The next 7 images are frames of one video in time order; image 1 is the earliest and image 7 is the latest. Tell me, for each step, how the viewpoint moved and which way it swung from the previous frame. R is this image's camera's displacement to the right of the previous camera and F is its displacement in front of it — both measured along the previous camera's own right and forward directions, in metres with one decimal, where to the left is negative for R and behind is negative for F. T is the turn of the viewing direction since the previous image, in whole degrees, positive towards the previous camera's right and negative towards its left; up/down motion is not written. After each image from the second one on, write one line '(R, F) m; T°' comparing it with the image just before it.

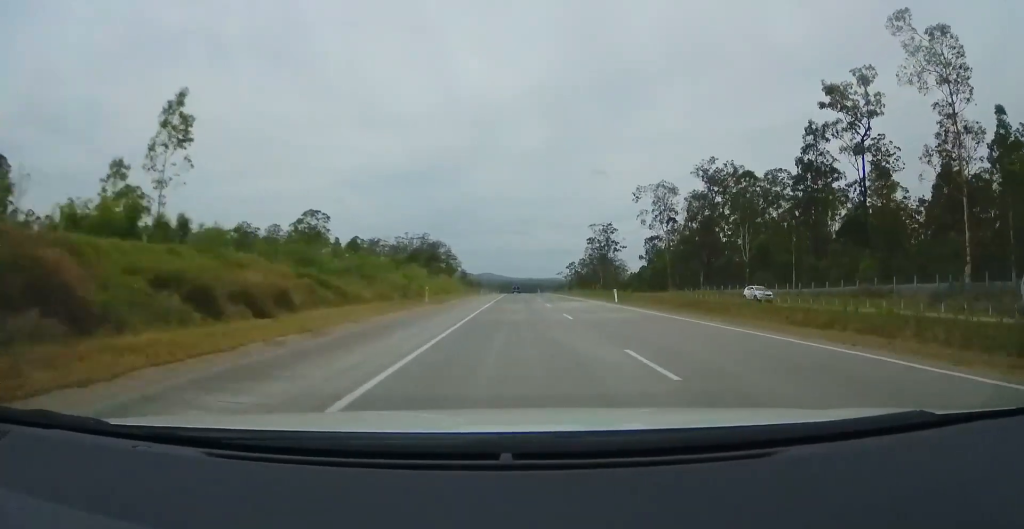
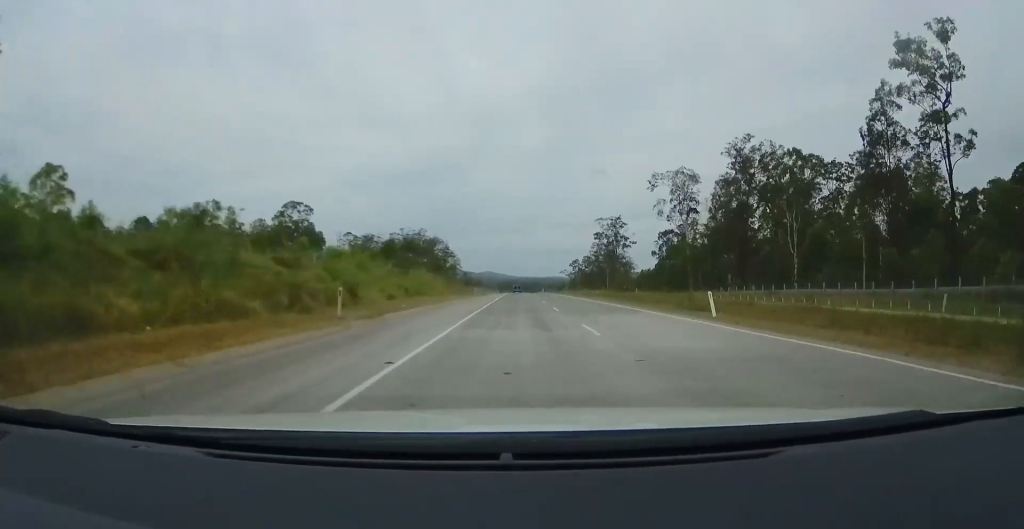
(0.0, +18.2) m; +1°
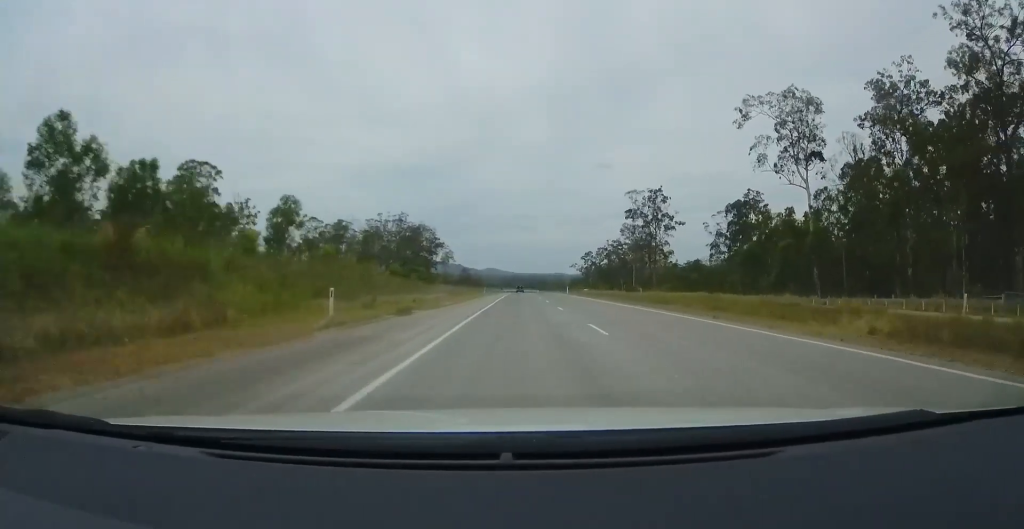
(+0.5, +60.9) m; 0°
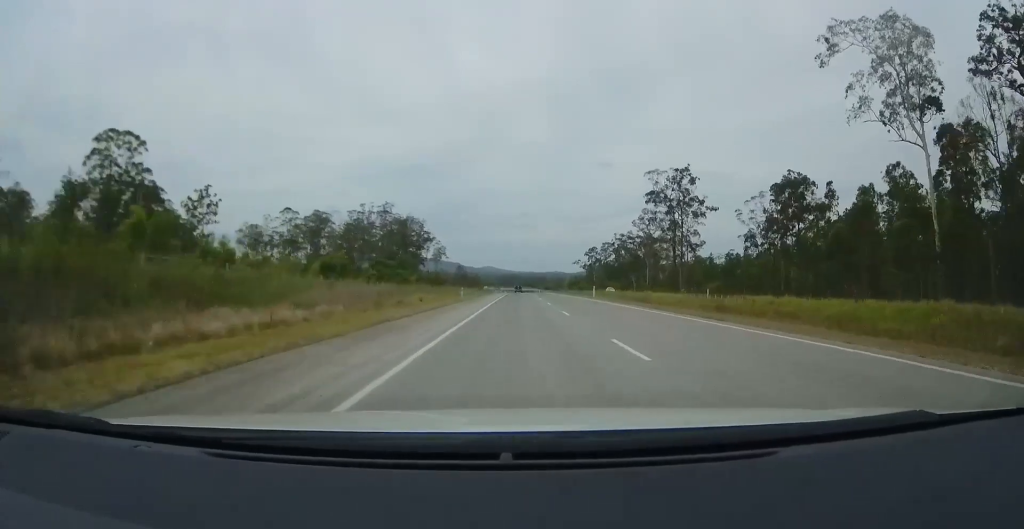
(+0.1, +28.0) m; 0°
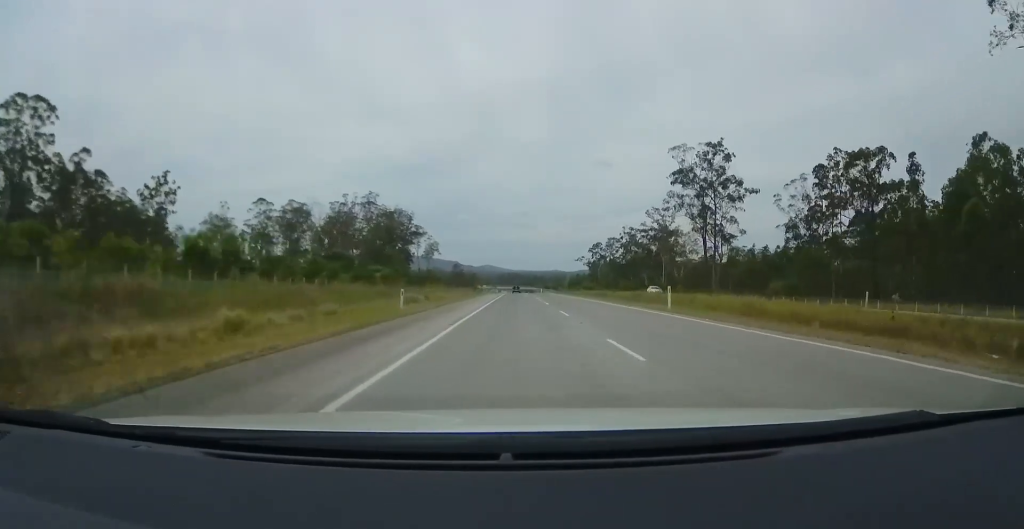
(+0.1, +24.3) m; 0°
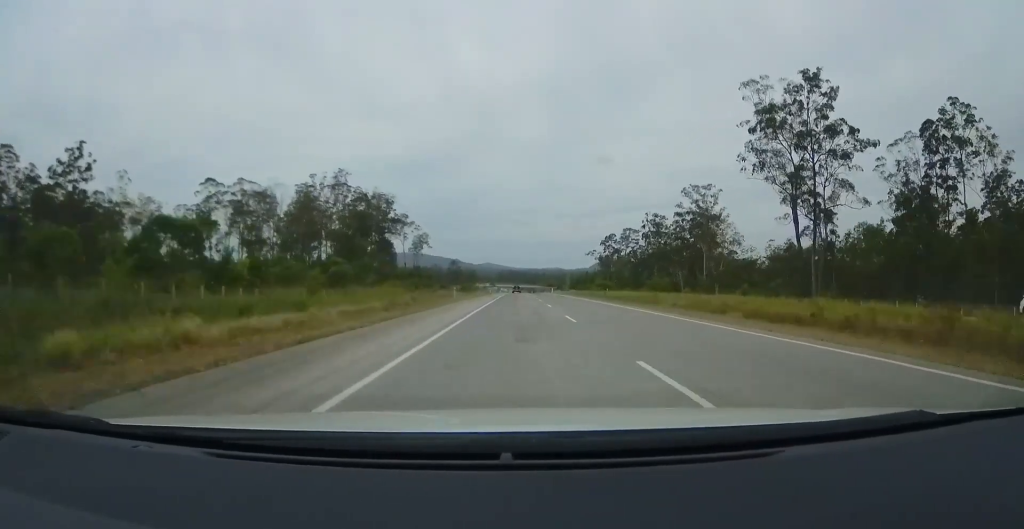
(-0.4, +38.9) m; 0°
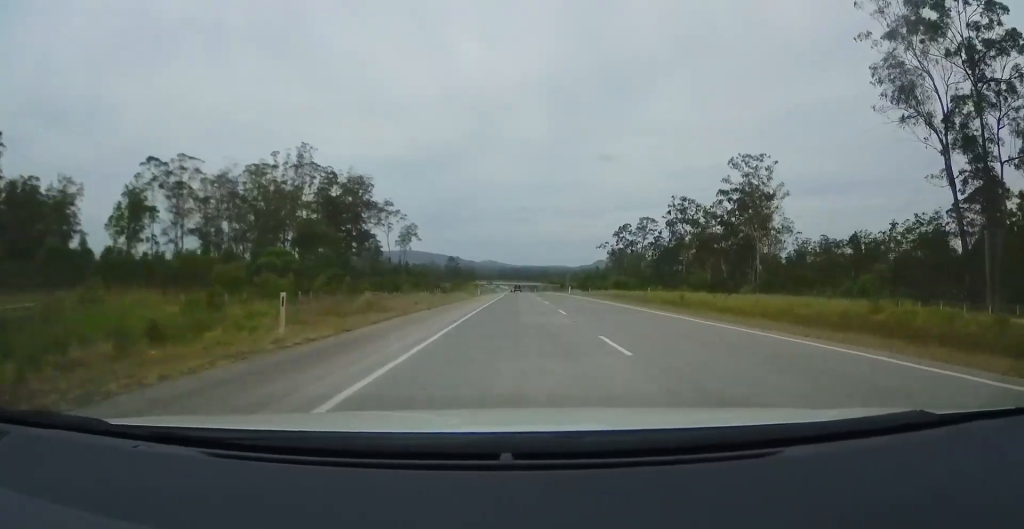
(+0.4, +32.8) m; 0°
